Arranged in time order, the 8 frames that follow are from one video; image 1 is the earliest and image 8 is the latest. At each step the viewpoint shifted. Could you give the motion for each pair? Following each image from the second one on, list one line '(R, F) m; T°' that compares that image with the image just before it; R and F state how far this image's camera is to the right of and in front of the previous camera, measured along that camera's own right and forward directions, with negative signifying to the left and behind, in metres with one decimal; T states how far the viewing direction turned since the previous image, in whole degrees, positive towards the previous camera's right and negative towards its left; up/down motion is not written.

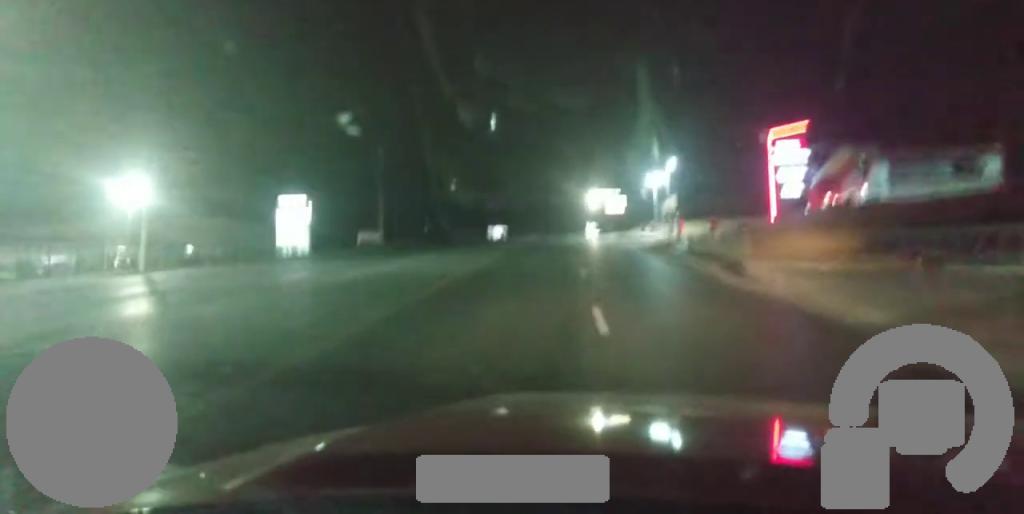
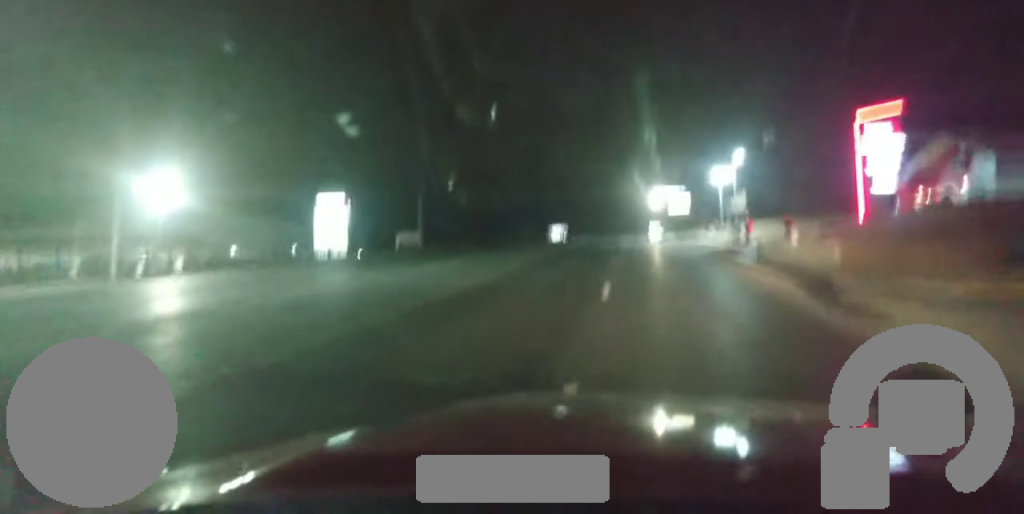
(-0.5, +6.6) m; -6°
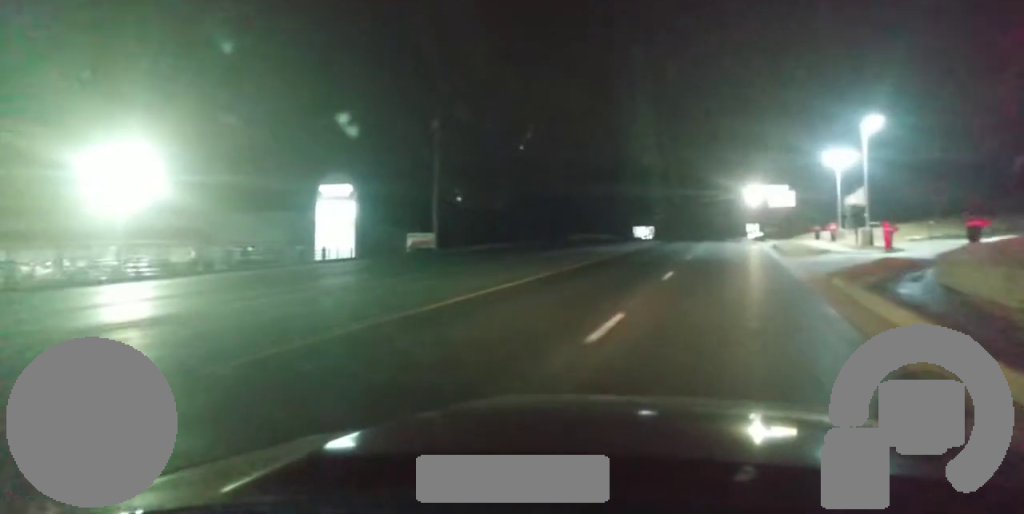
(-1.1, +18.3) m; -4°
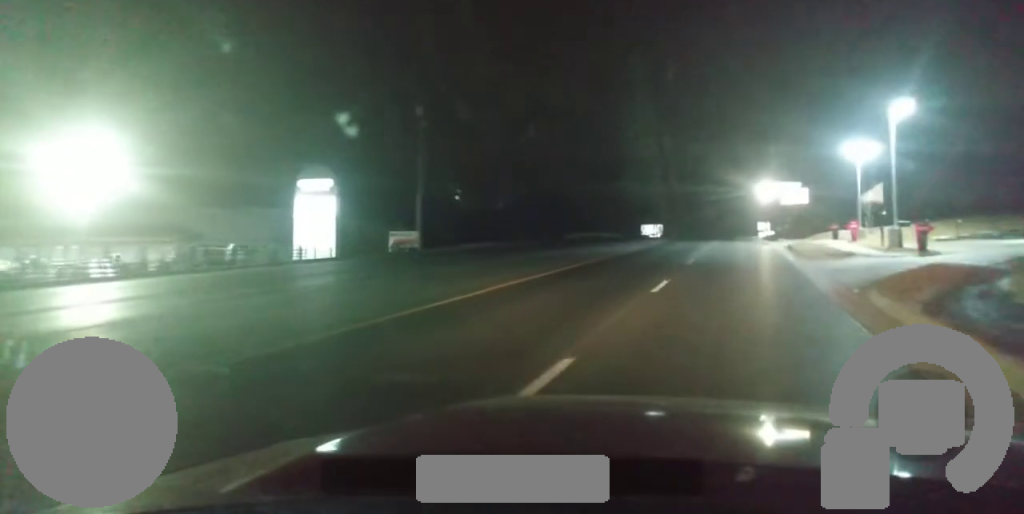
(+0.6, +4.7) m; -2°
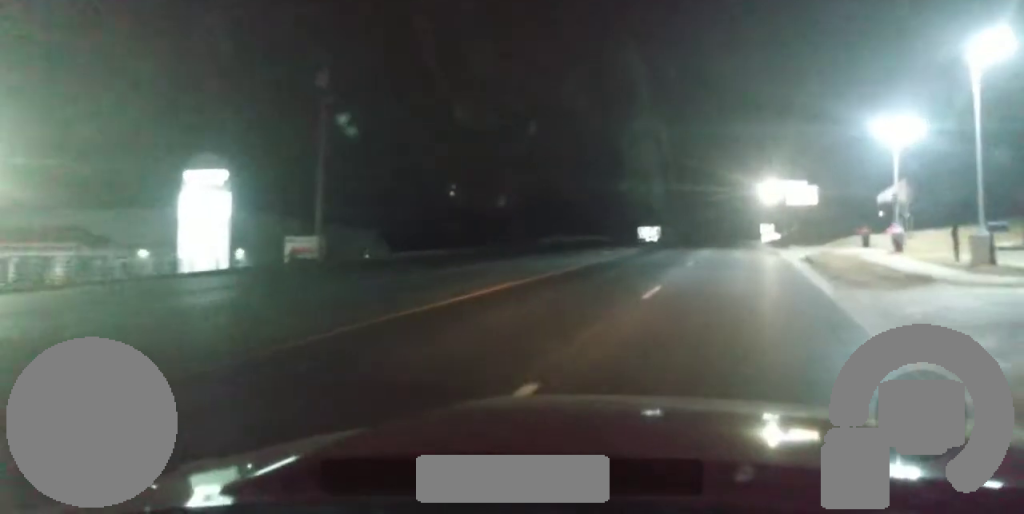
(-1.4, +13.0) m; -10°
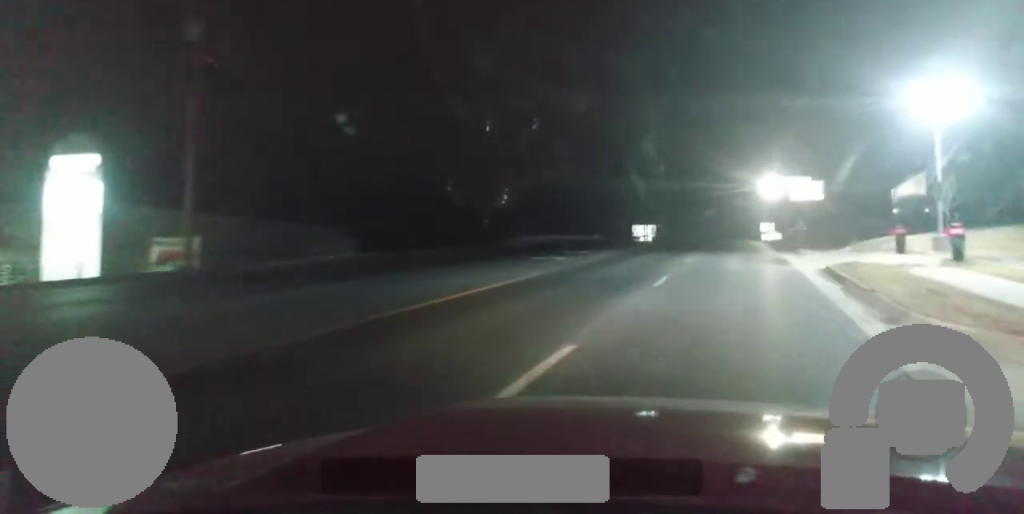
(-0.5, +9.5) m; -4°
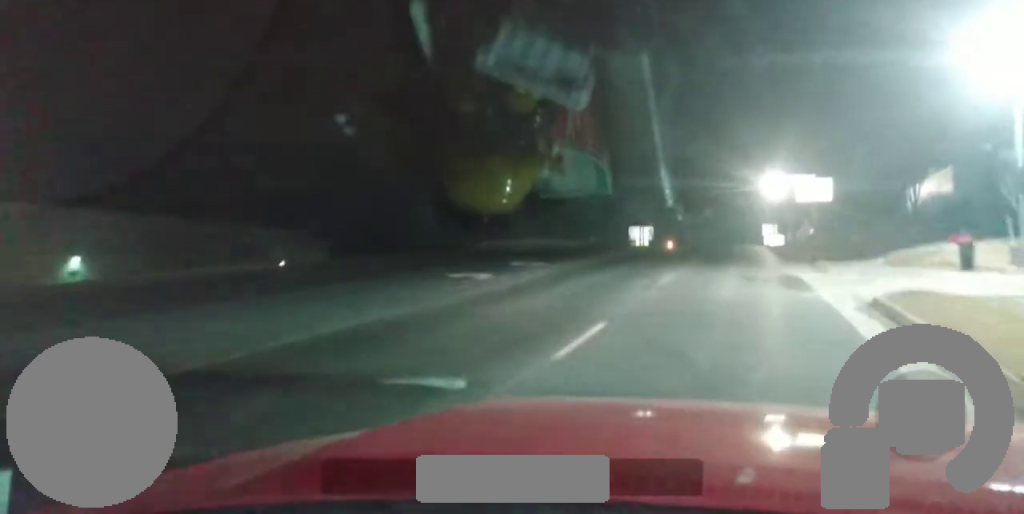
(-0.1, +9.4) m; -1°
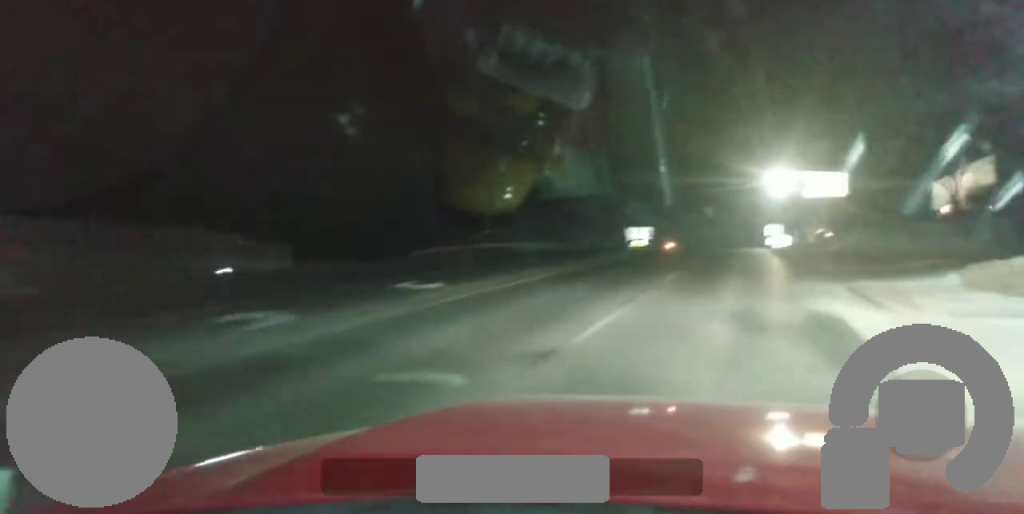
(-0.2, +10.2) m; +1°
